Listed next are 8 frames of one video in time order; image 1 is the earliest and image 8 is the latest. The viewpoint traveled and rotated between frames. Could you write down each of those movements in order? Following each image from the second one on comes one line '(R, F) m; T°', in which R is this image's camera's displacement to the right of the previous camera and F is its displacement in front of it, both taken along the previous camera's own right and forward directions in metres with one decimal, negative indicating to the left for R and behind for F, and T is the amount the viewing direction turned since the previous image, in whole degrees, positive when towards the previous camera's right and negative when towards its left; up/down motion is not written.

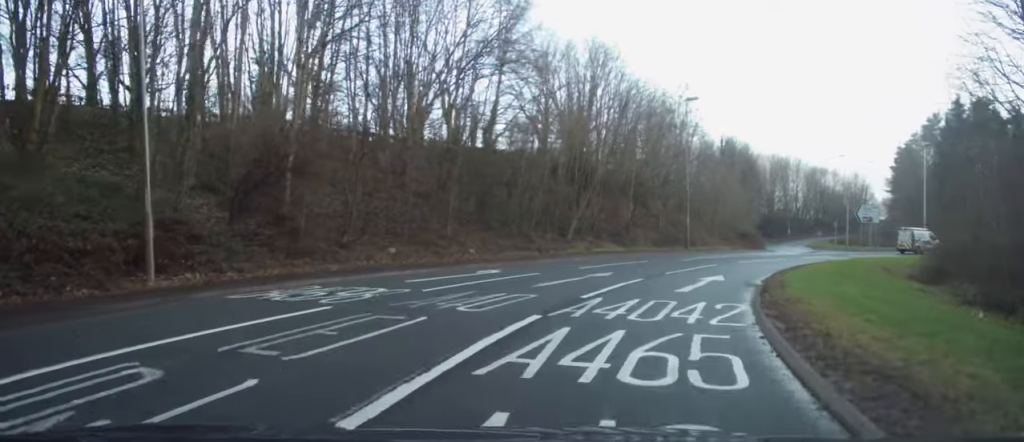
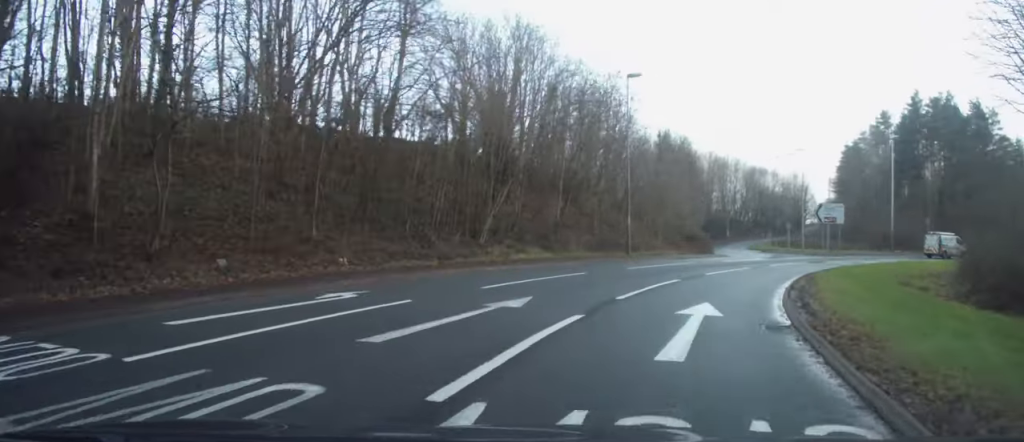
(+0.3, +7.4) m; +8°
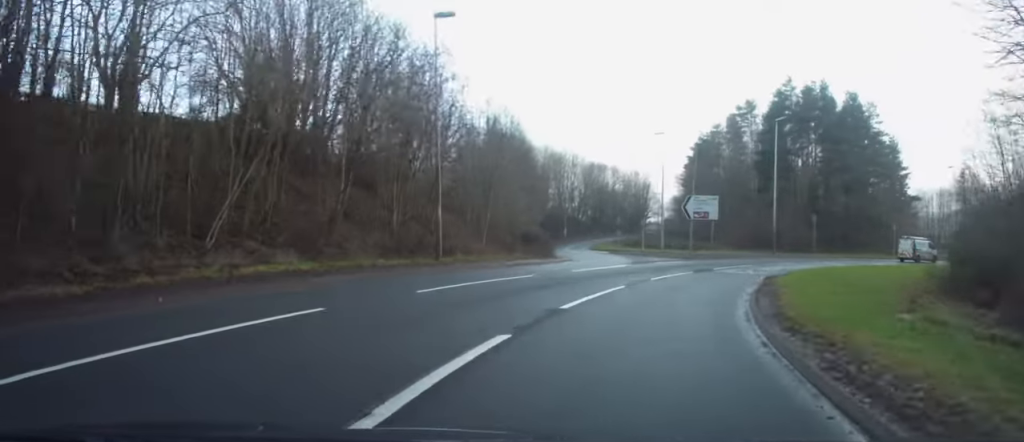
(+1.3, +10.5) m; +13°
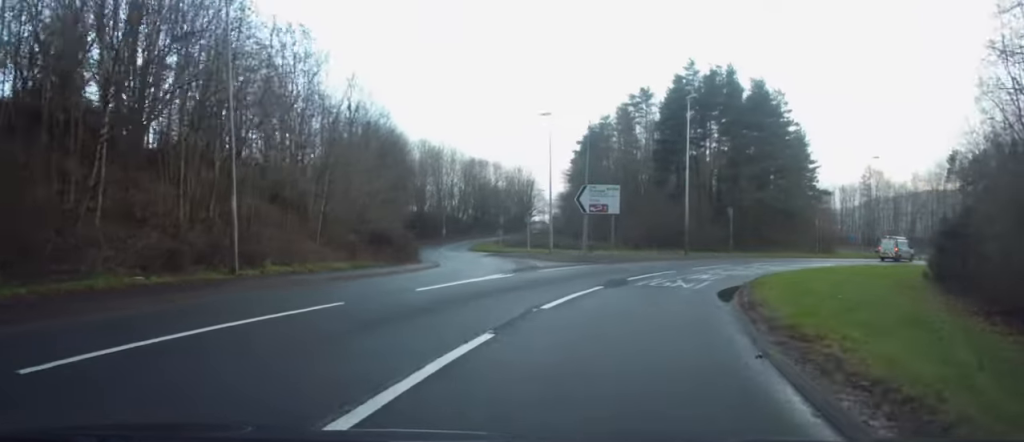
(+0.7, +8.1) m; +10°
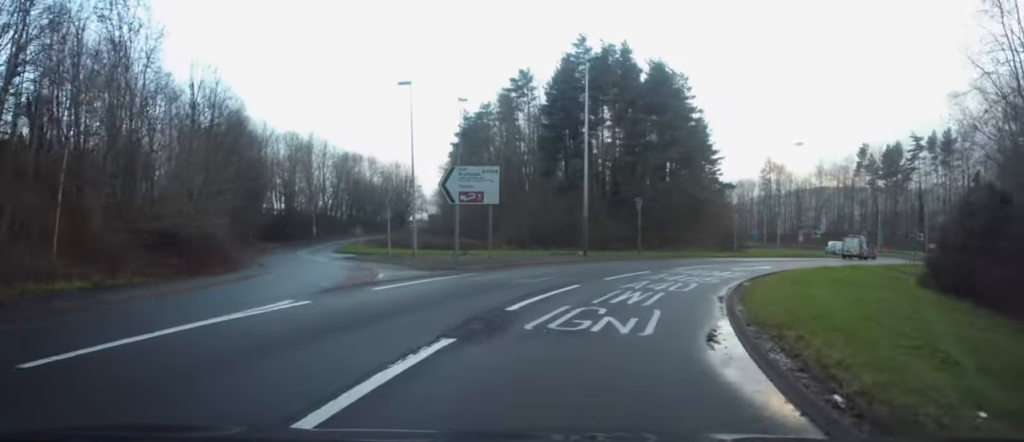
(+0.8, +8.6) m; +10°
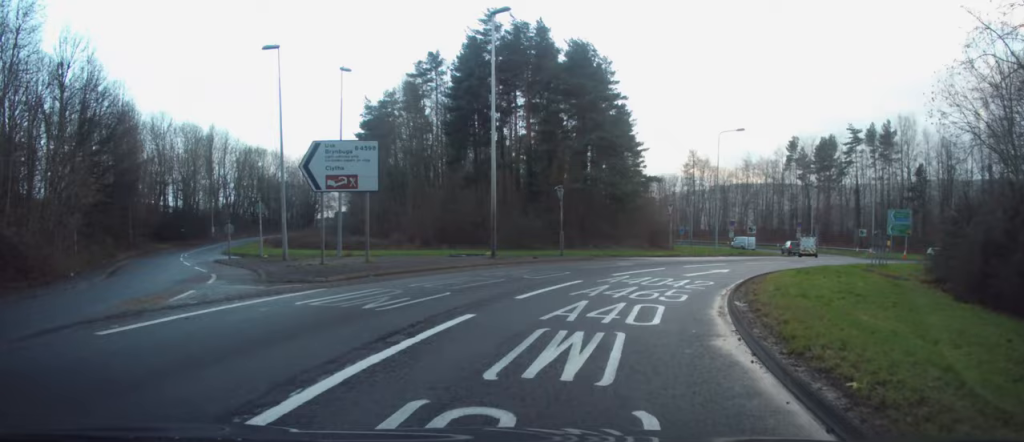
(+0.4, +6.6) m; +7°
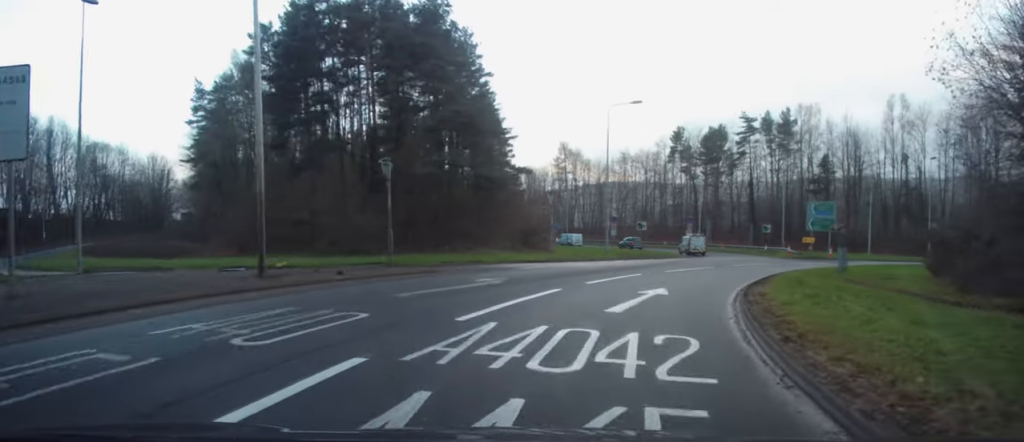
(+1.1, +10.6) m; +13°
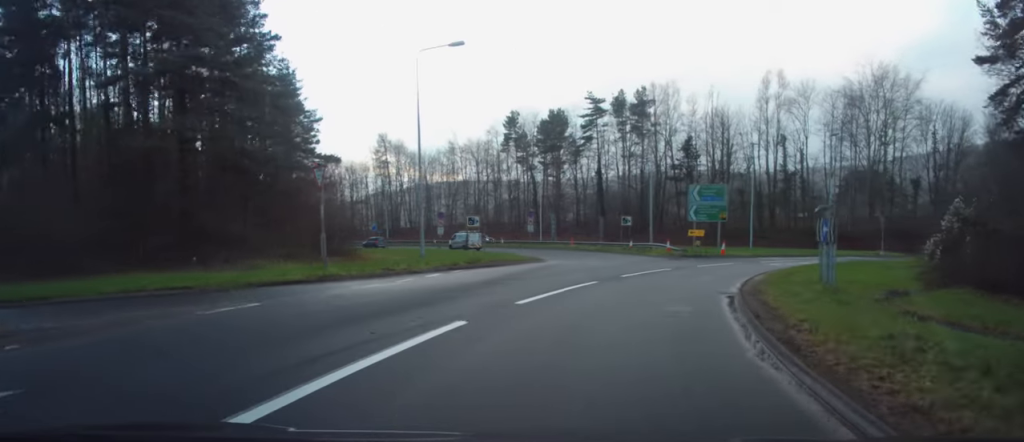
(+1.7, +12.5) m; +15°
